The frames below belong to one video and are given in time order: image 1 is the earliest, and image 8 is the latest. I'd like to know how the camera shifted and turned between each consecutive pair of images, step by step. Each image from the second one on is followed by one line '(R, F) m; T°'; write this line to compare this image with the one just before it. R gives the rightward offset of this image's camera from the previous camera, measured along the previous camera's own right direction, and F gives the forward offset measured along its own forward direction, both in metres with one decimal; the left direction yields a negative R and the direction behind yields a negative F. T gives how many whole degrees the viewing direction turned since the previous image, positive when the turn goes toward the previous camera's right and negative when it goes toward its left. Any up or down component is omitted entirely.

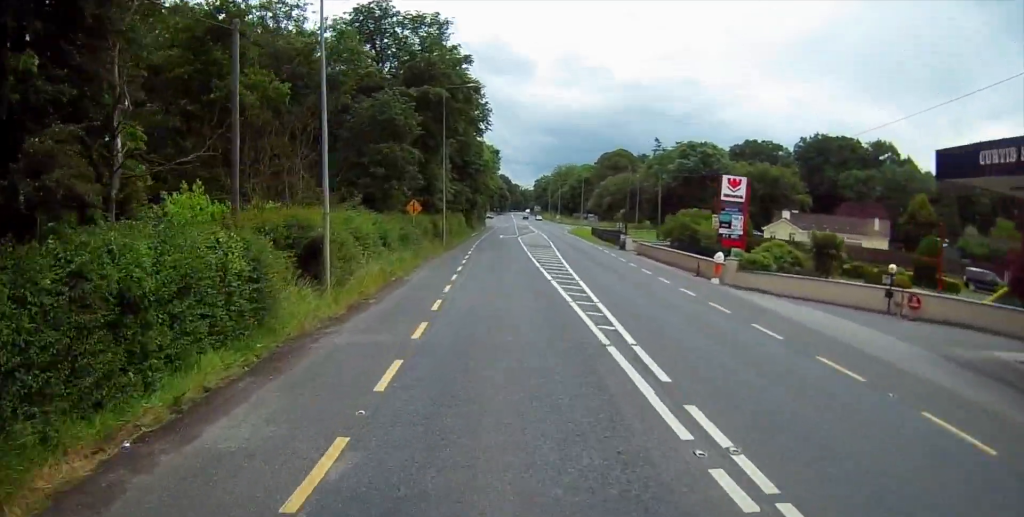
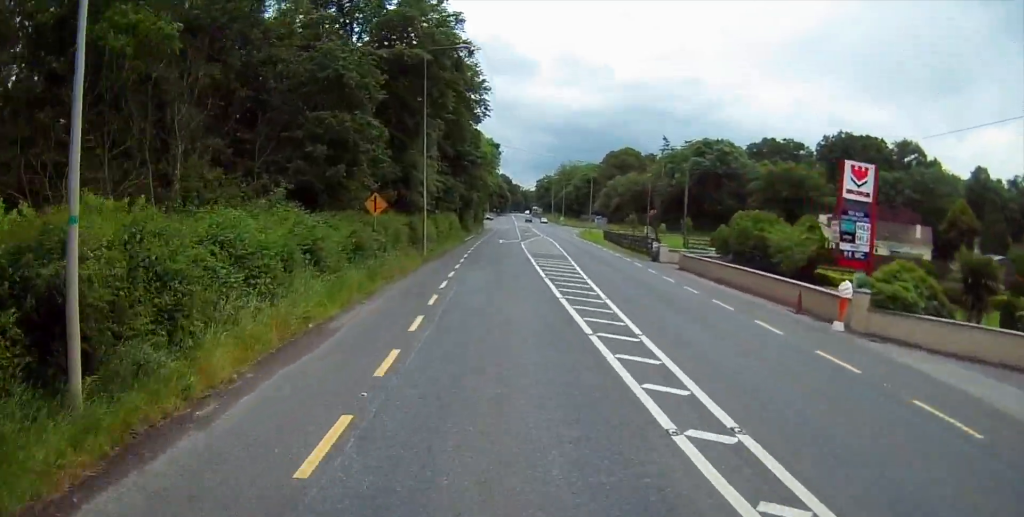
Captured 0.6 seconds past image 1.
(-0.1, +14.0) m; -1°
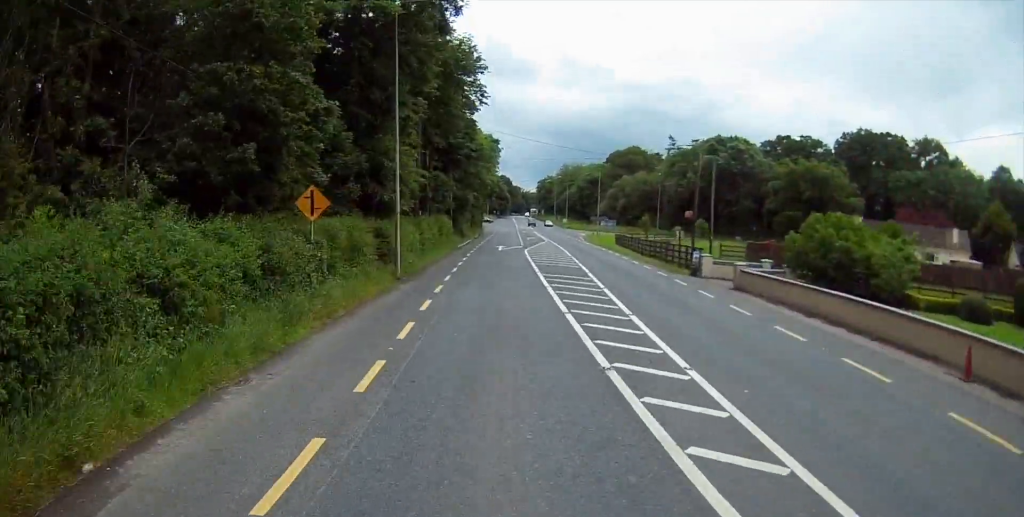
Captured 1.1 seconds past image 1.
(+0.1, +10.8) m; -2°
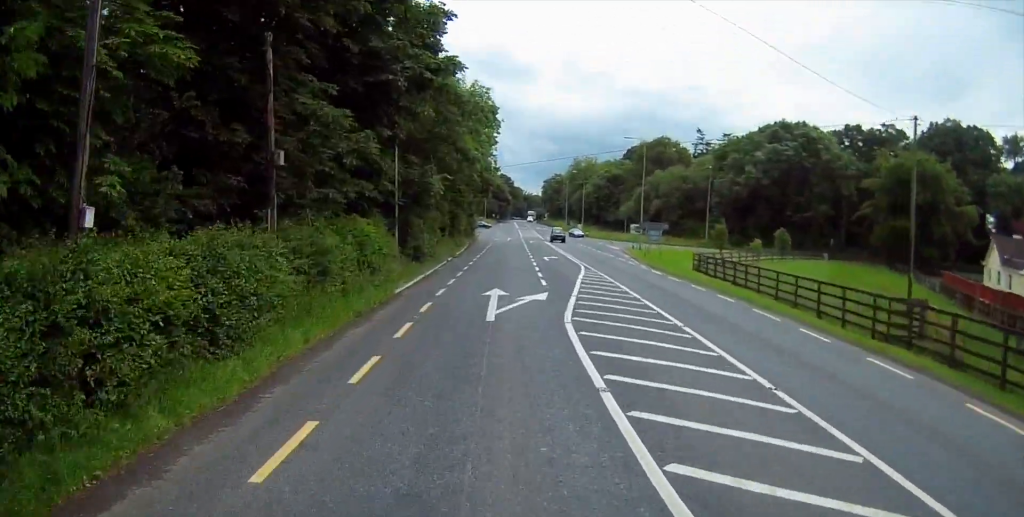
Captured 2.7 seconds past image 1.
(-2.6, +35.2) m; -4°
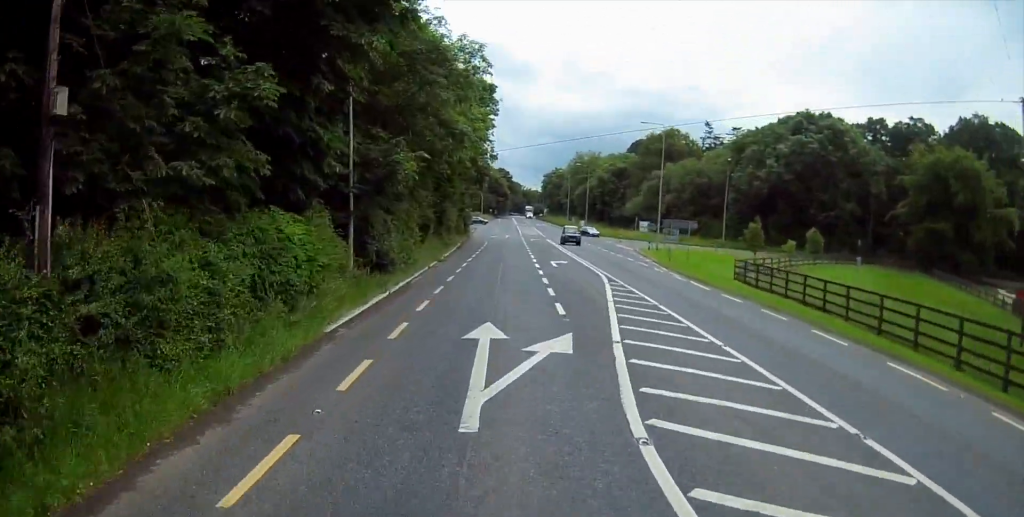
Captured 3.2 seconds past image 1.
(+0.4, +9.2) m; +2°
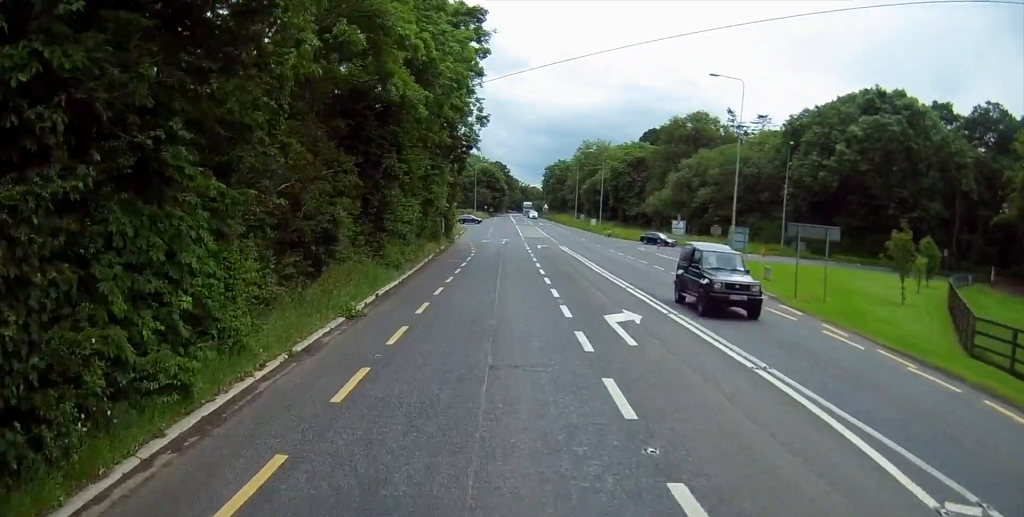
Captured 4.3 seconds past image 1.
(+0.8, +22.1) m; +3°
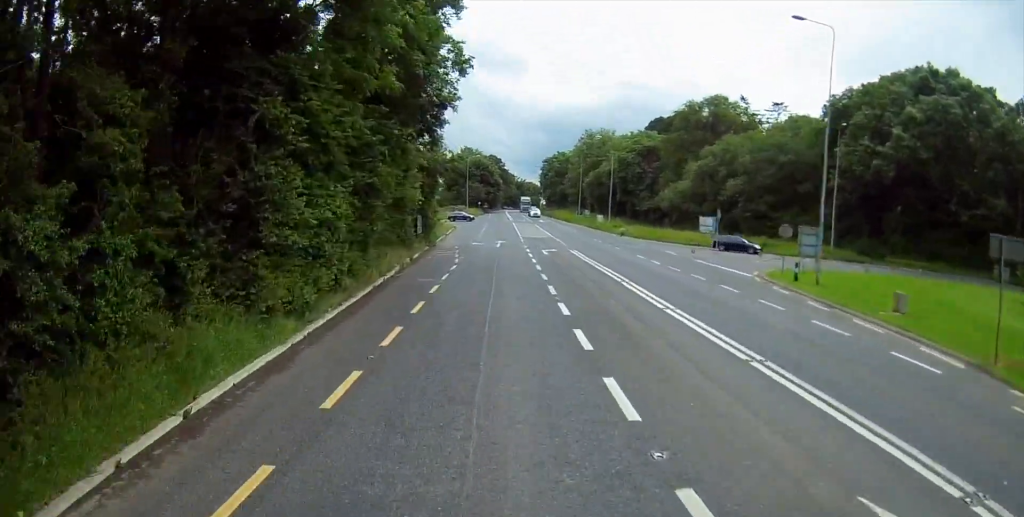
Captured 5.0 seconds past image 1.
(+0.1, +13.1) m; +1°
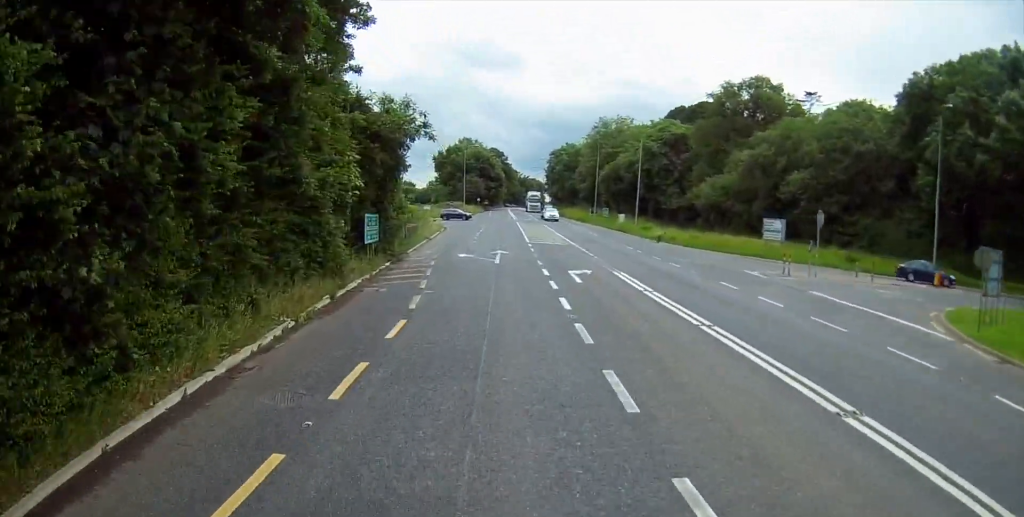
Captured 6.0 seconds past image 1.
(+0.2, +16.8) m; 0°
